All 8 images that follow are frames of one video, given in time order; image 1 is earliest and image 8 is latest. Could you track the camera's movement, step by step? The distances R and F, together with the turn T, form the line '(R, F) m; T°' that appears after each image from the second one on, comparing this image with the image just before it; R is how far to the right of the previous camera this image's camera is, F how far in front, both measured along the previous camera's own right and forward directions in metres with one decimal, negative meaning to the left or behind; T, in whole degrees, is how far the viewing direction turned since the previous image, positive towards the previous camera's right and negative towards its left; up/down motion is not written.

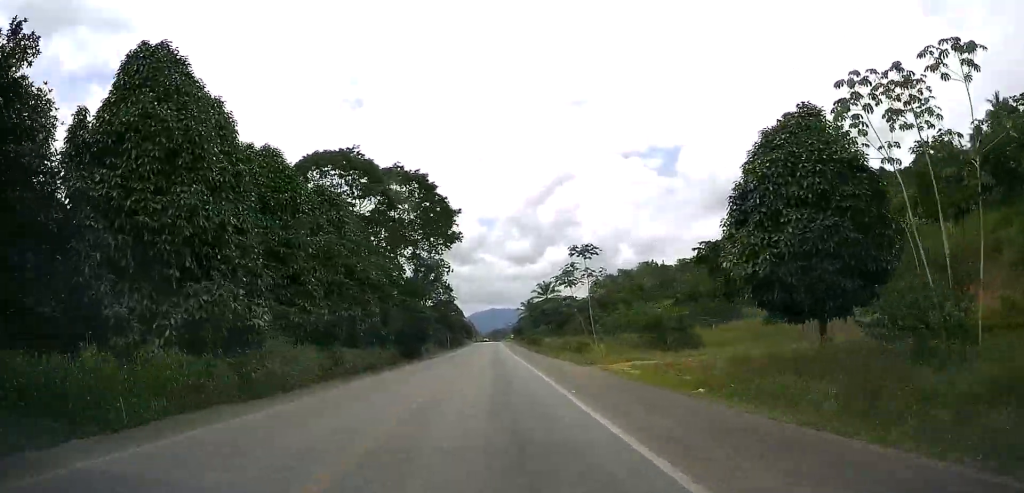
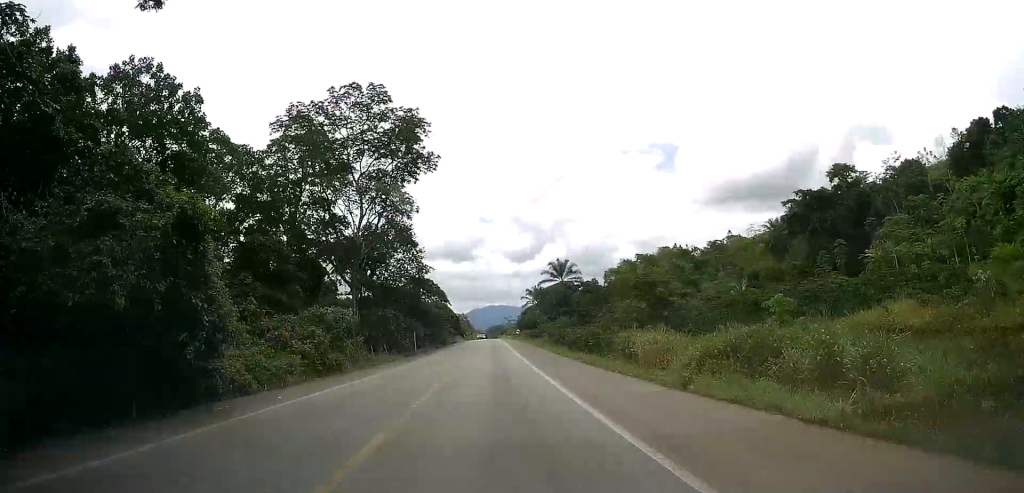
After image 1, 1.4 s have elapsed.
(-0.2, +46.8) m; -1°
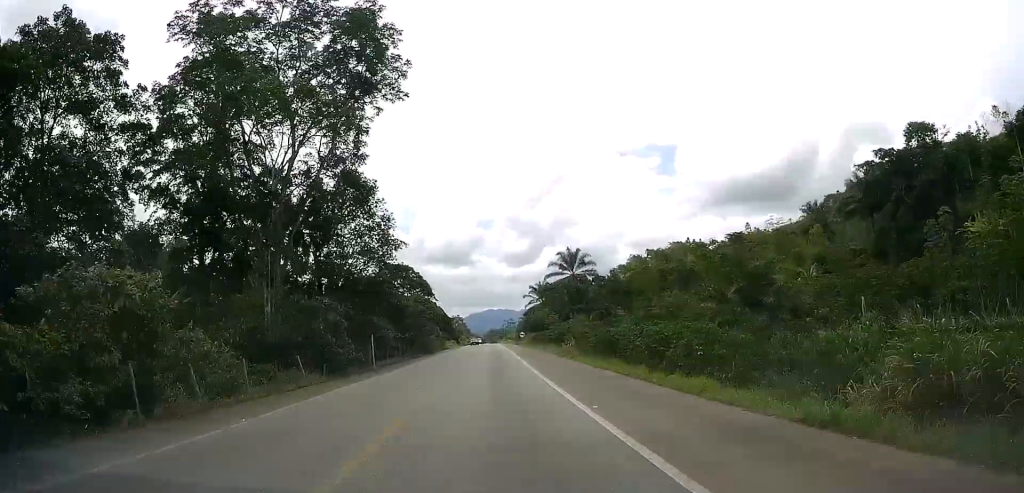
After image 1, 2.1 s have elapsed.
(-0.5, +23.0) m; 0°
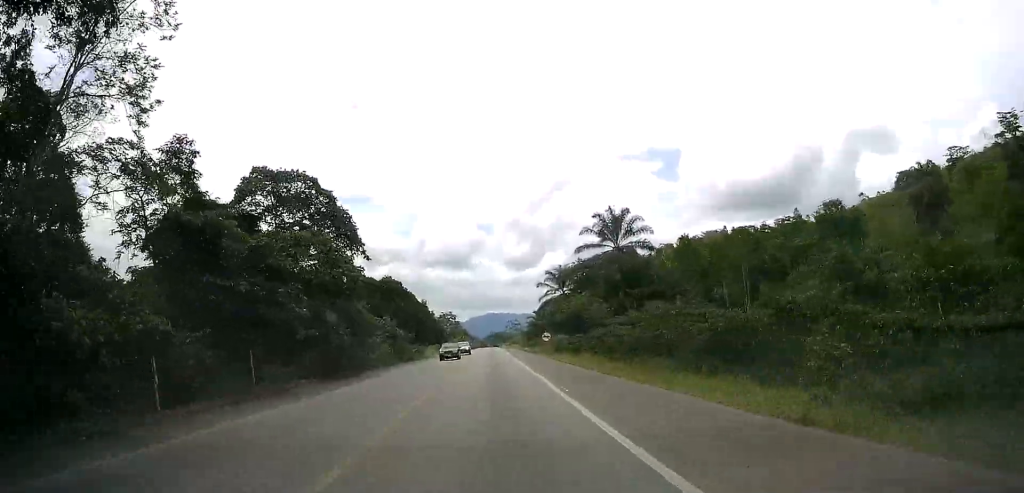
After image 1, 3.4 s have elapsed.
(+0.7, +43.1) m; +1°
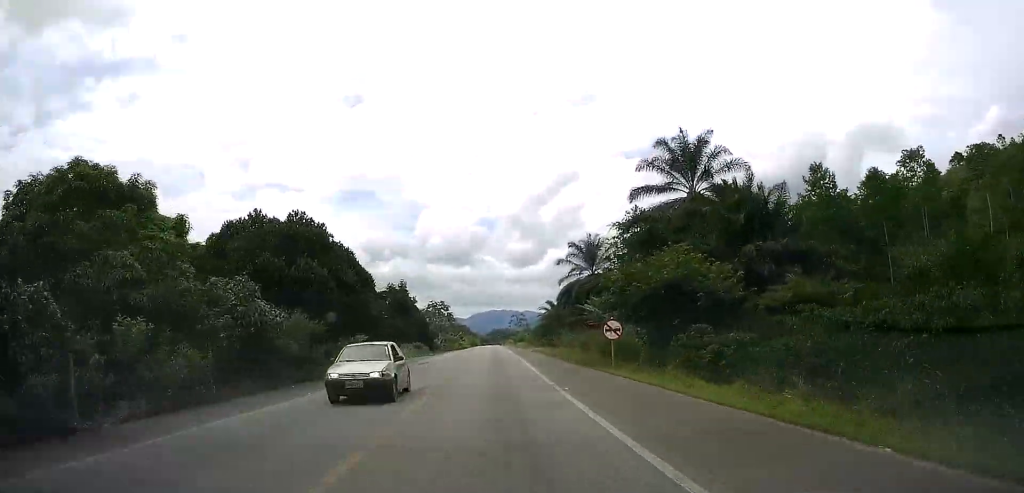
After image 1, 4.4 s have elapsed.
(-0.1, +31.4) m; 0°
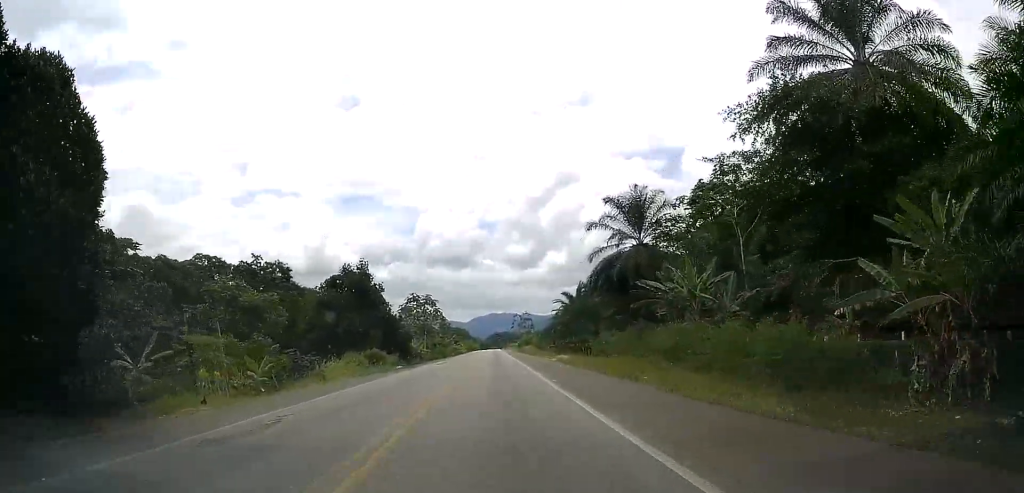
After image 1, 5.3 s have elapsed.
(+0.2, +27.5) m; 0°
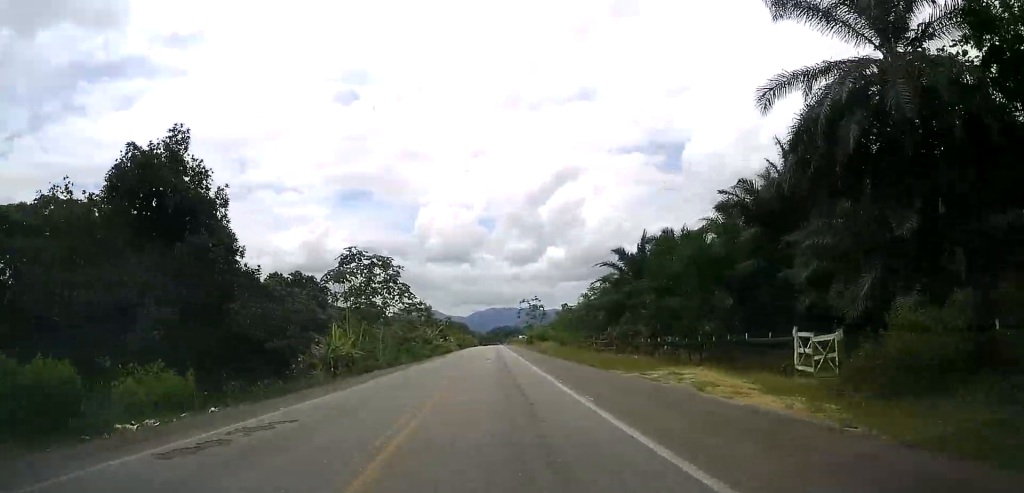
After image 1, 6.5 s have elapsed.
(-0.4, +39.0) m; -1°
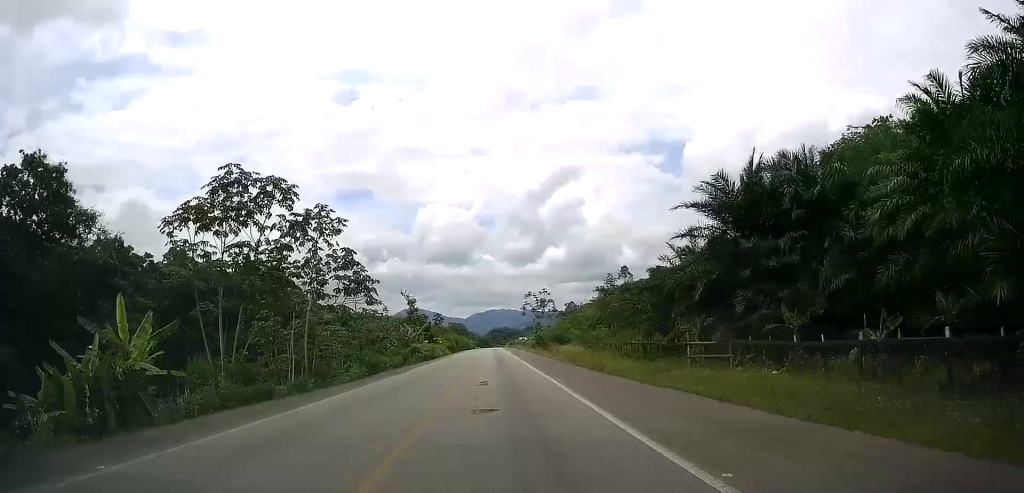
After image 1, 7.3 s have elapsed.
(0.0, +23.7) m; 0°
